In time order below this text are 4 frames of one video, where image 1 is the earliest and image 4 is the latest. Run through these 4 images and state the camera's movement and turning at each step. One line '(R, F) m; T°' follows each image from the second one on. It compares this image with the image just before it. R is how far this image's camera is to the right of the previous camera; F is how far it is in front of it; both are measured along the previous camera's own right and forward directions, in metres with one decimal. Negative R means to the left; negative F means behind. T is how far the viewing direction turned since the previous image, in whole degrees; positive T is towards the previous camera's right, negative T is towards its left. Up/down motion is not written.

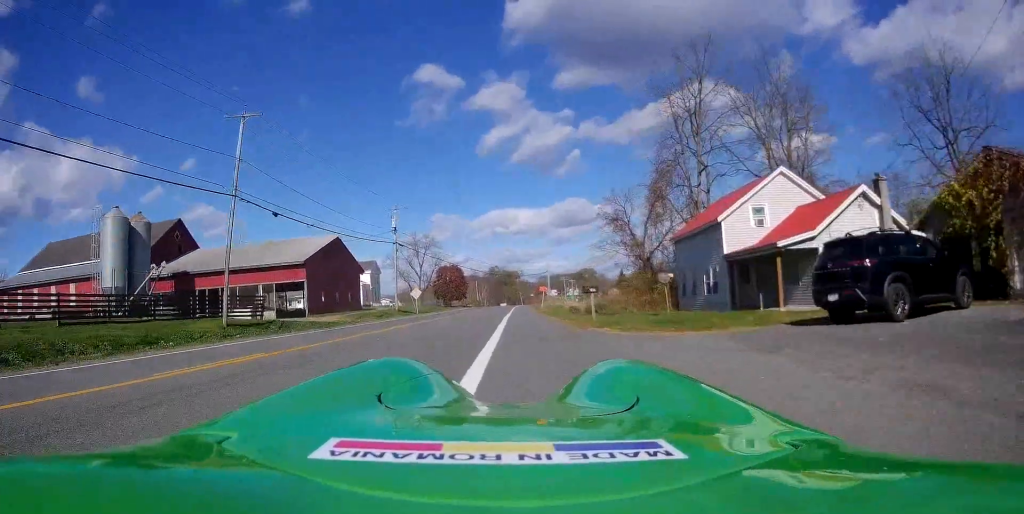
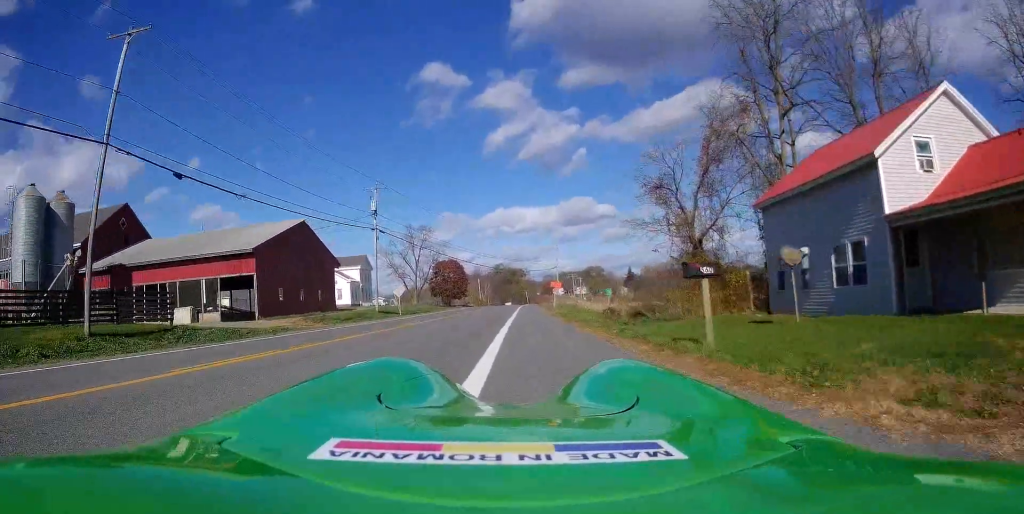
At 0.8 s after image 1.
(+0.1, +11.7) m; -1°
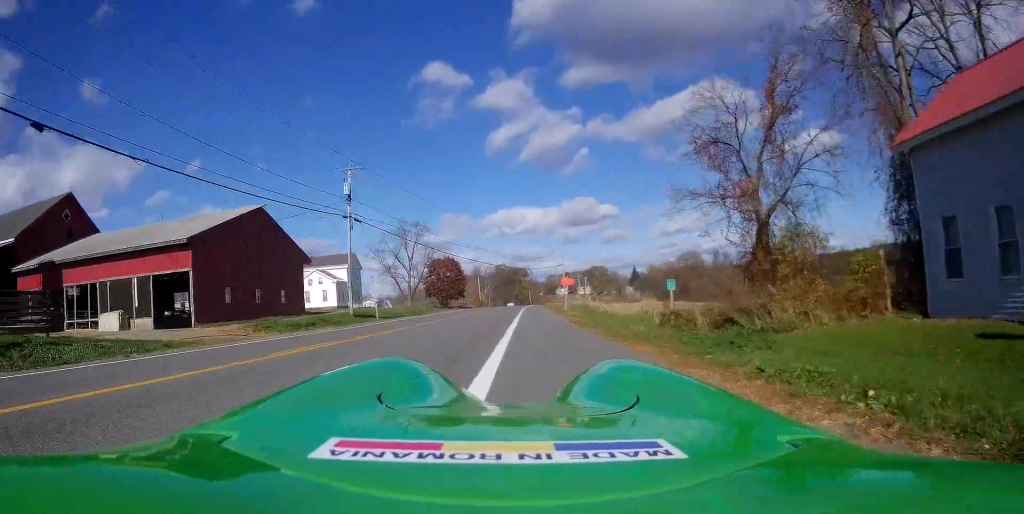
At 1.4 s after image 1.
(-0.2, +9.1) m; 0°
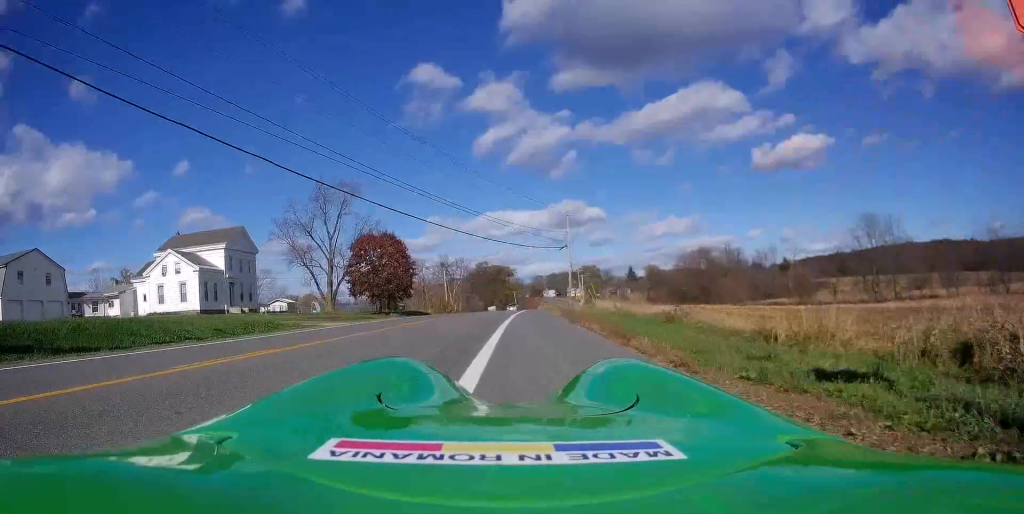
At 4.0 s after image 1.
(+0.7, +38.1) m; +1°
